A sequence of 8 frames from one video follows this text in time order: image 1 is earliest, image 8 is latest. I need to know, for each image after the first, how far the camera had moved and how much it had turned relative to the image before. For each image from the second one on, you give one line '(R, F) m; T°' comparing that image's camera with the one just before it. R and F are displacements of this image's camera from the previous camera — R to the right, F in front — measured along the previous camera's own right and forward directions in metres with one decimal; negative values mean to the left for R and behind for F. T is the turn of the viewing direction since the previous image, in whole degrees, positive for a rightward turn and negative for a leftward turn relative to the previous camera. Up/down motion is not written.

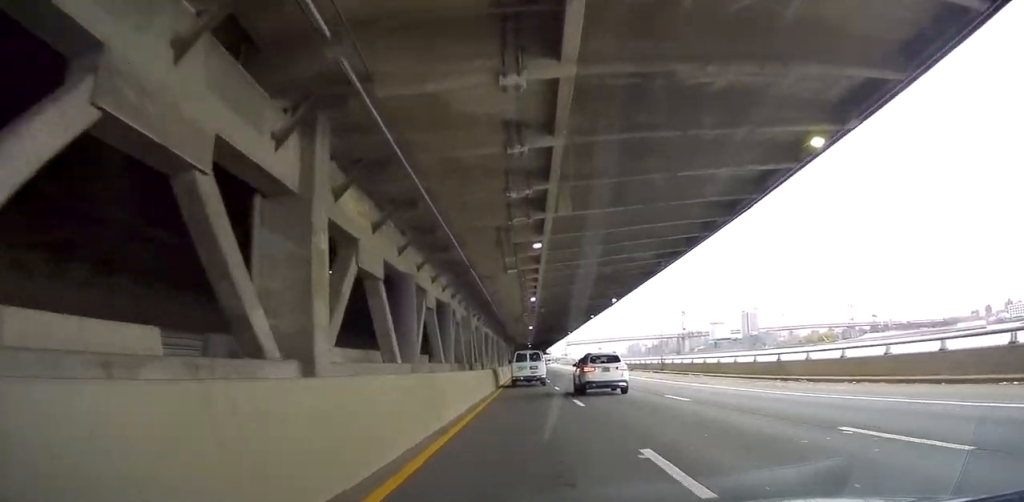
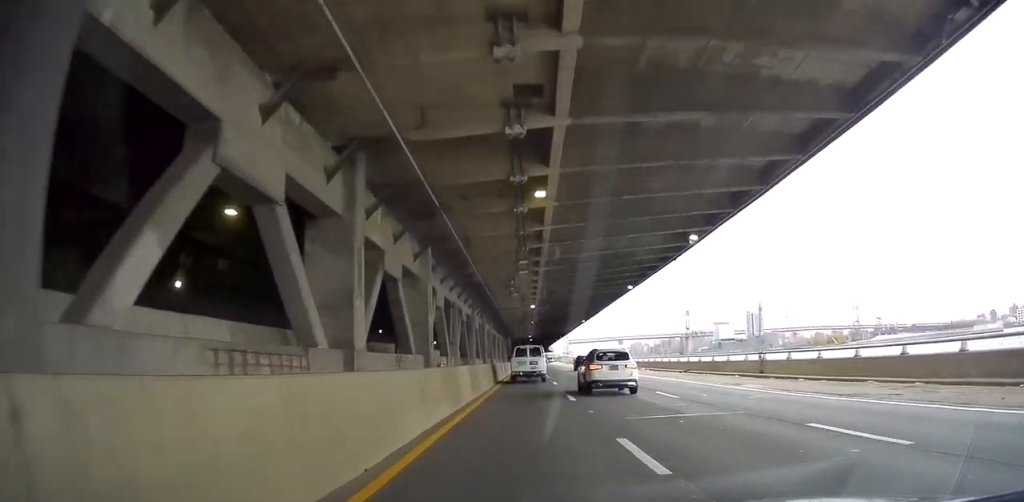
(-0.1, +22.9) m; -1°
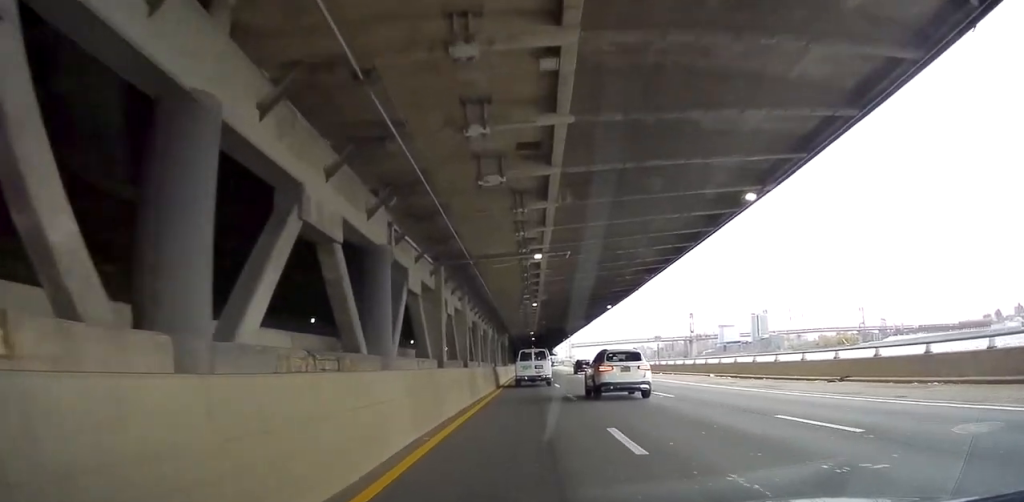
(-0.4, +22.6) m; -1°
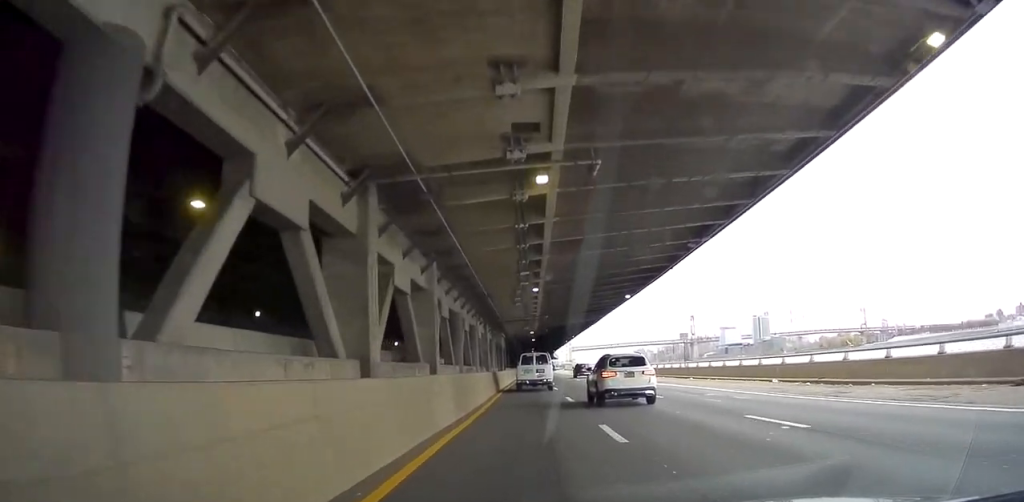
(-0.1, +10.1) m; 0°
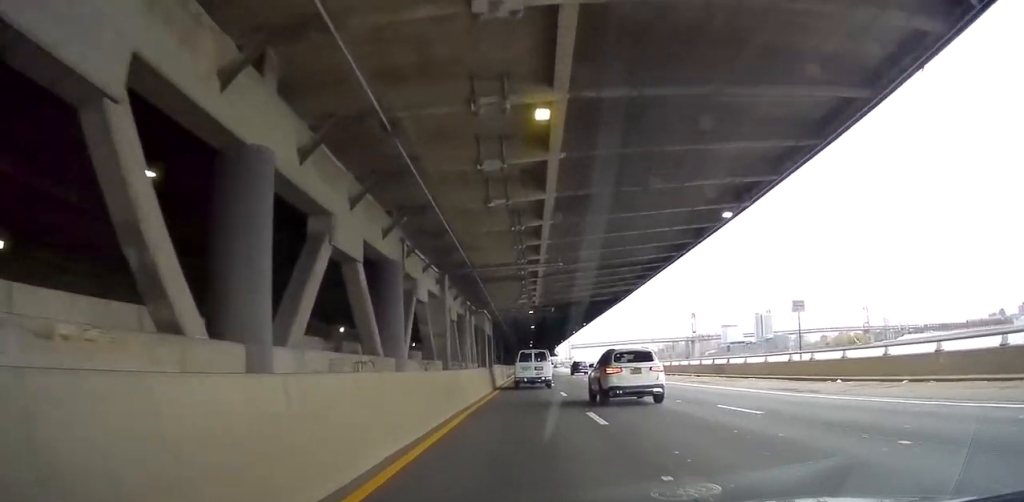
(+0.2, +21.9) m; +1°
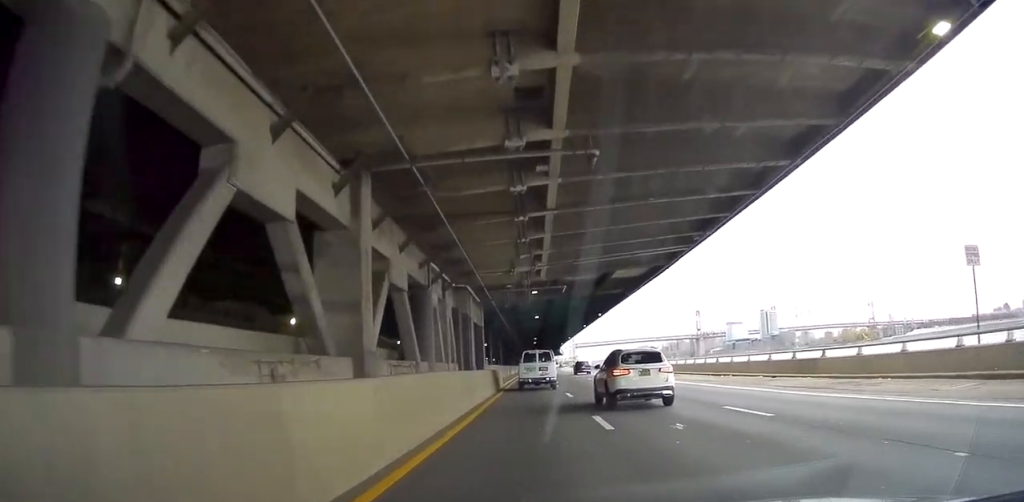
(0.0, +12.5) m; 0°
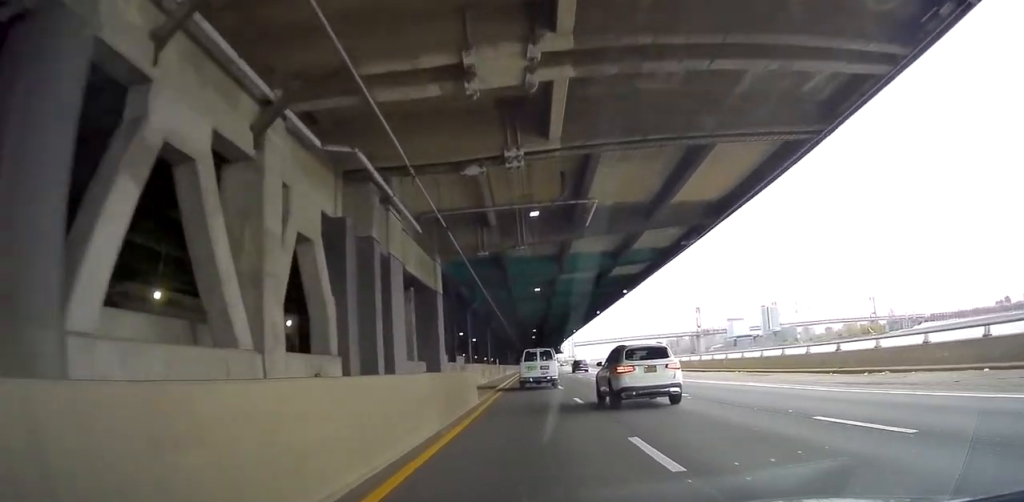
(0.0, +17.4) m; 0°
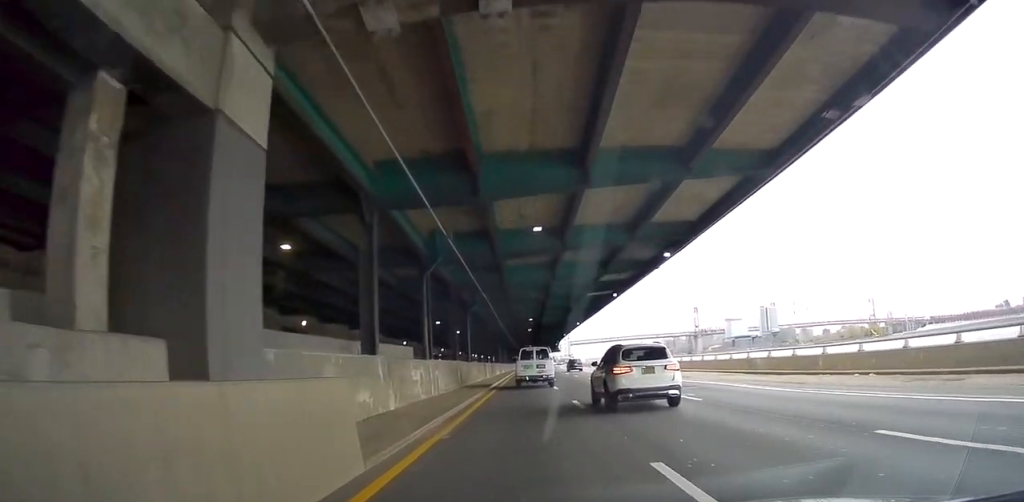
(+0.1, +14.7) m; -1°
